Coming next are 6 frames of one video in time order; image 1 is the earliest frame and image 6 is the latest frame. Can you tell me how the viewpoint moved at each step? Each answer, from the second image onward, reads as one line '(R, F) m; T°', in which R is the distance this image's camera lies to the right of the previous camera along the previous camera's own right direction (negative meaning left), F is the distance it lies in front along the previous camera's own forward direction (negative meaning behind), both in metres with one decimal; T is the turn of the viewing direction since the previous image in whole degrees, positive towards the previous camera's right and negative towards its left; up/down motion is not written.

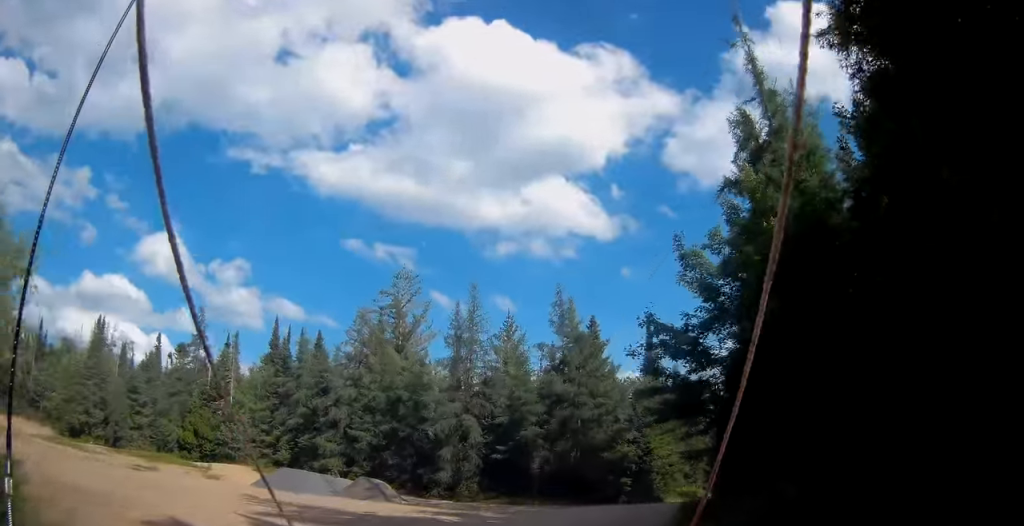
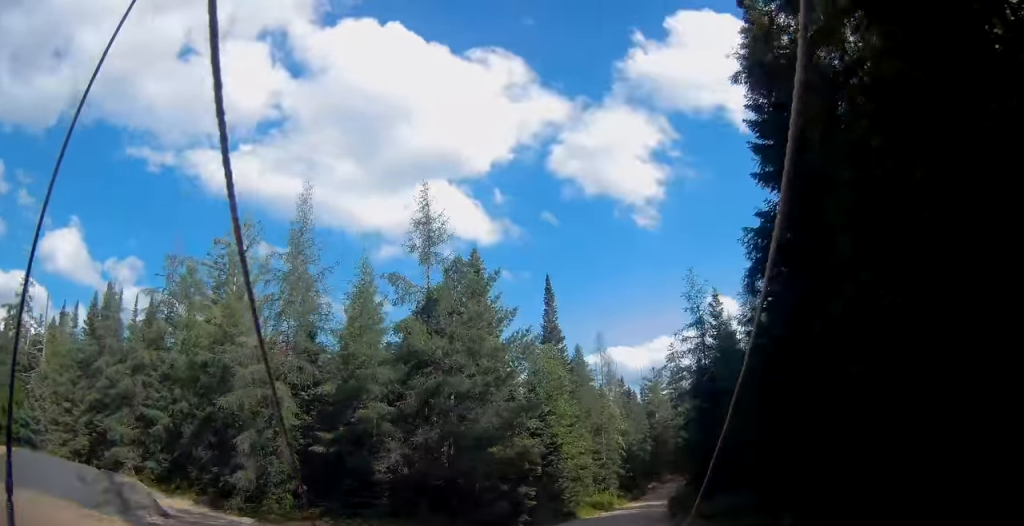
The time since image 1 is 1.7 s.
(+0.9, +14.9) m; +9°
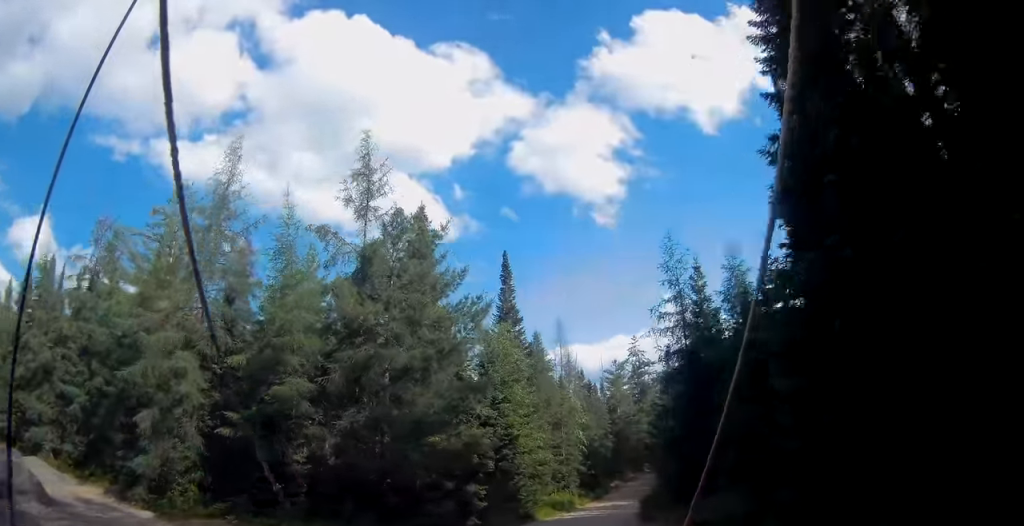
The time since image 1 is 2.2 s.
(+0.4, +4.3) m; +2°
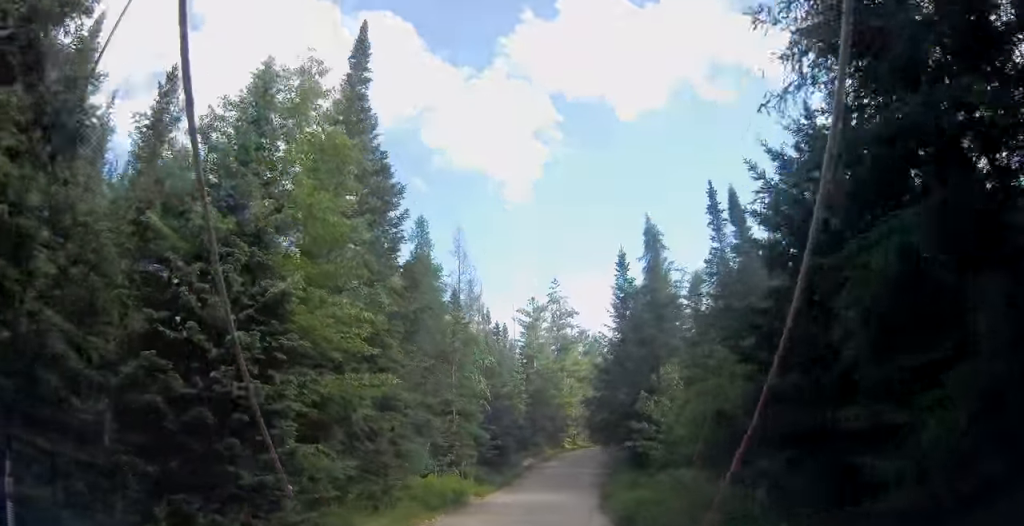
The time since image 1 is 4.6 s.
(+0.2, +19.7) m; +4°
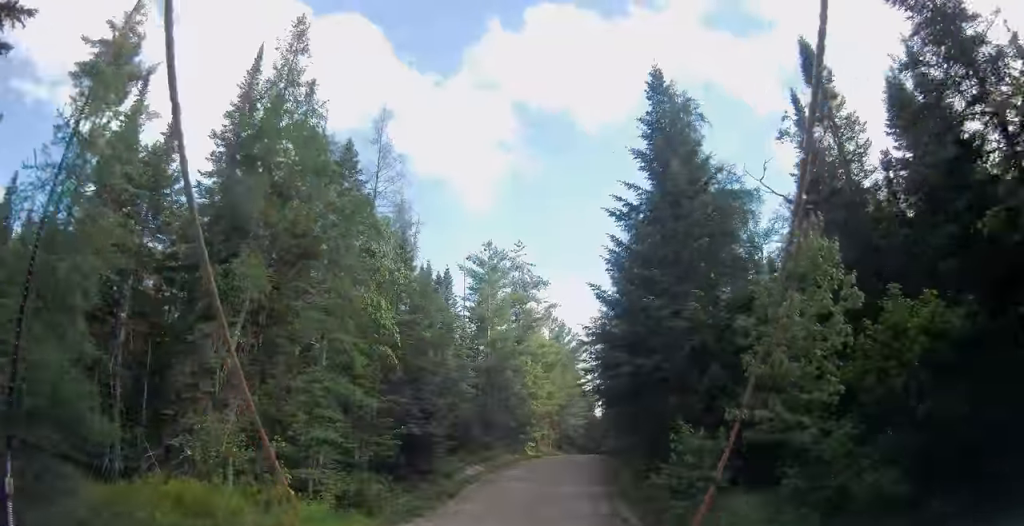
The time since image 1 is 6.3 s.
(+2.0, +16.5) m; +12°
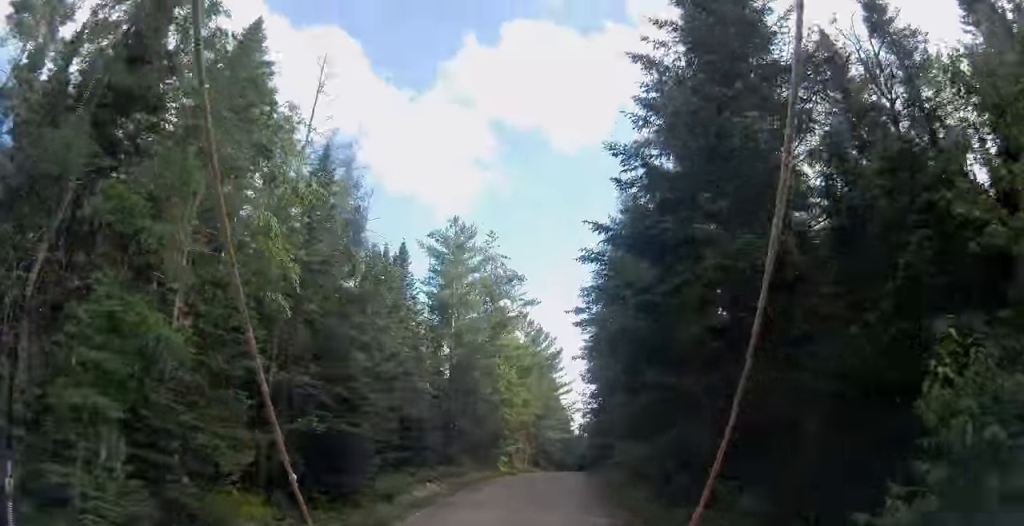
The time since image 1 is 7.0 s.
(+0.1, +7.9) m; +2°
